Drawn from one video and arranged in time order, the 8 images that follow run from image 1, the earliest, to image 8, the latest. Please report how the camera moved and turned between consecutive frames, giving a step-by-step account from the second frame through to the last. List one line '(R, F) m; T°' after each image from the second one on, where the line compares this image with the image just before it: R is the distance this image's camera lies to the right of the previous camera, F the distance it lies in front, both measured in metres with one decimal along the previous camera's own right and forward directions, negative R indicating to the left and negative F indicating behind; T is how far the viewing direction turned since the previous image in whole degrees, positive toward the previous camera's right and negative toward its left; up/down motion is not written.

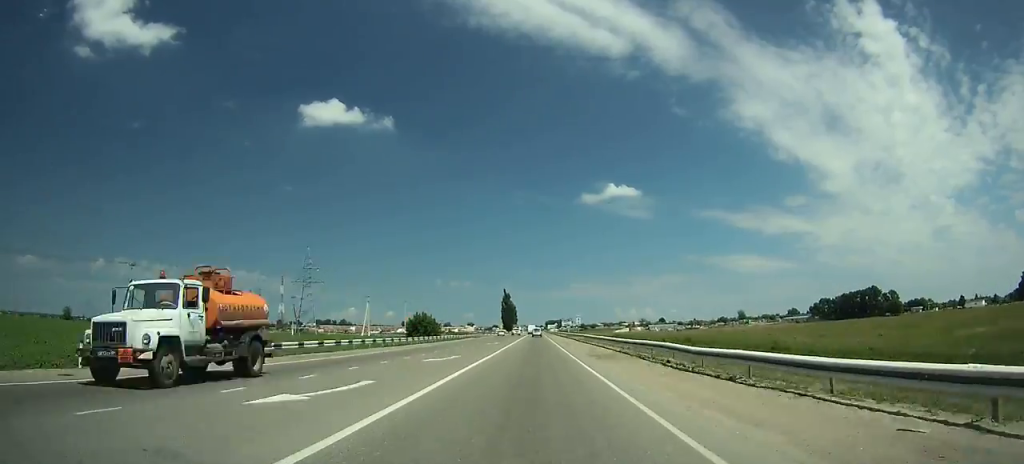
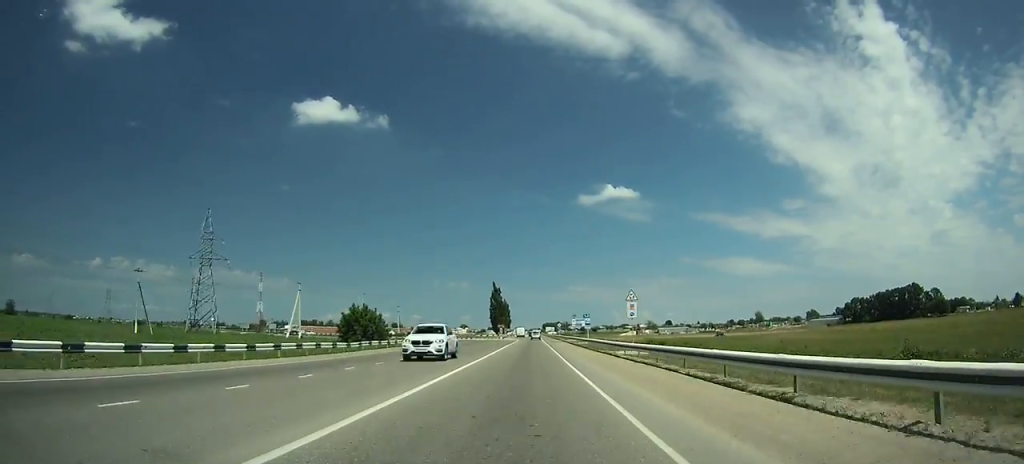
(+0.3, +54.7) m; 0°
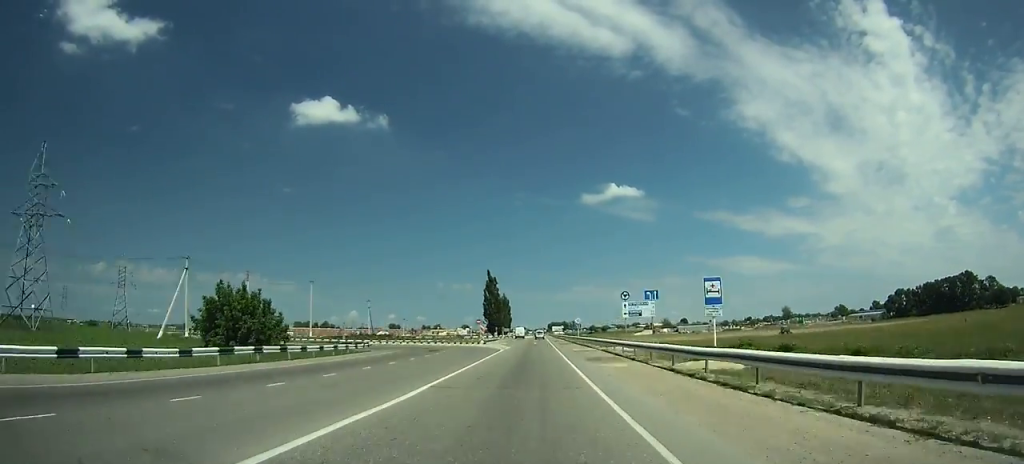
(-0.3, +50.7) m; 0°
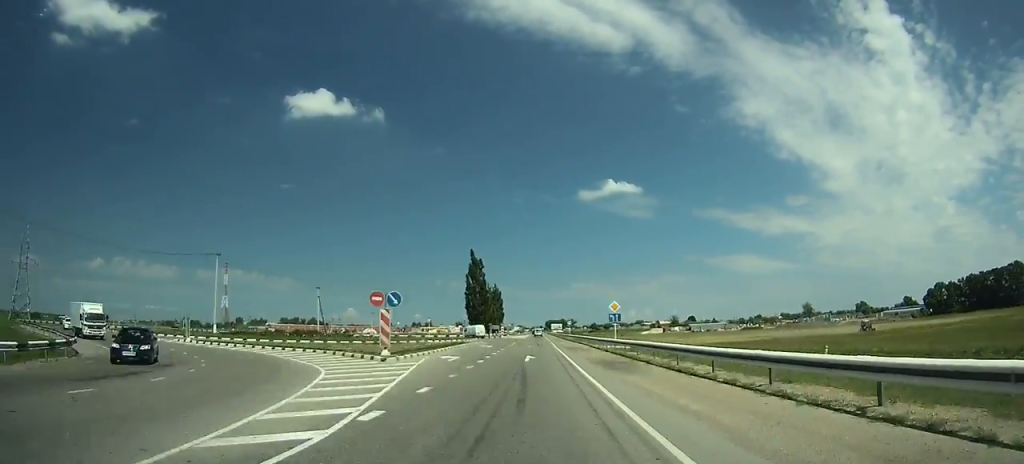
(-0.1, +44.7) m; 0°
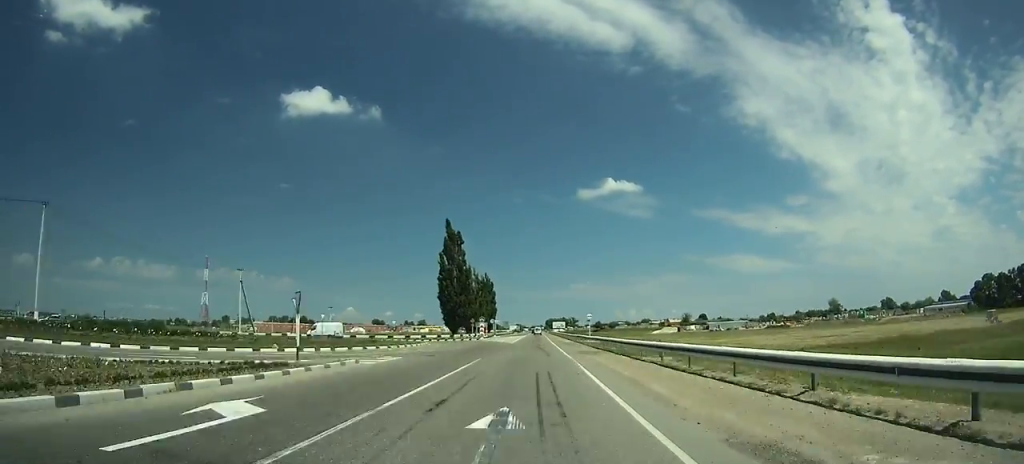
(0.0, +42.4) m; 0°
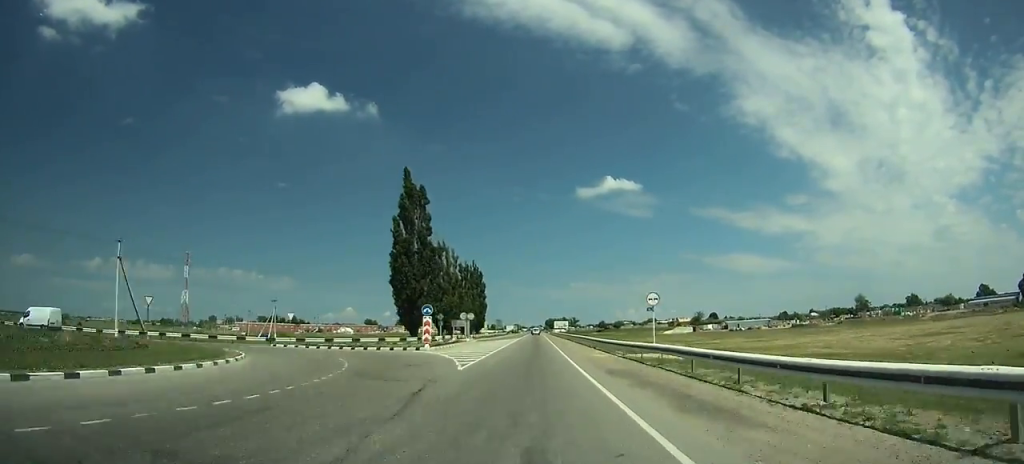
(0.0, +36.5) m; 0°
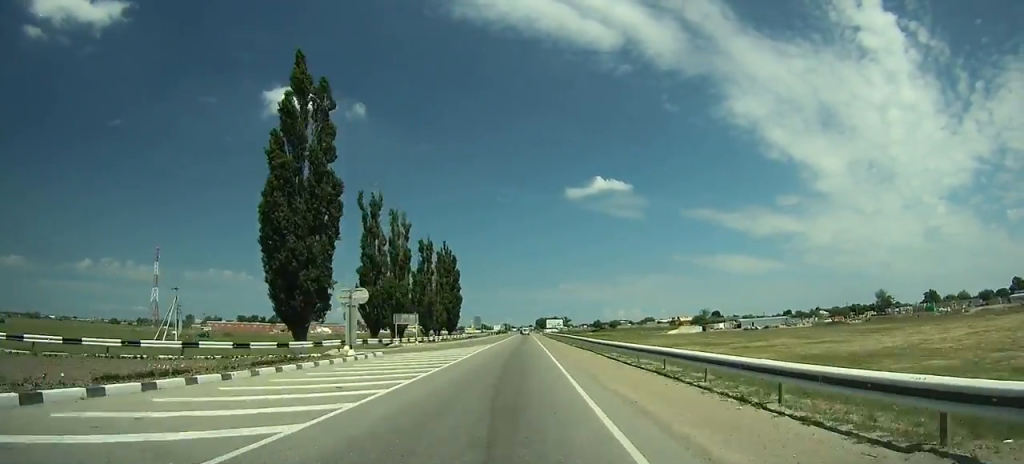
(+0.3, +36.1) m; 0°
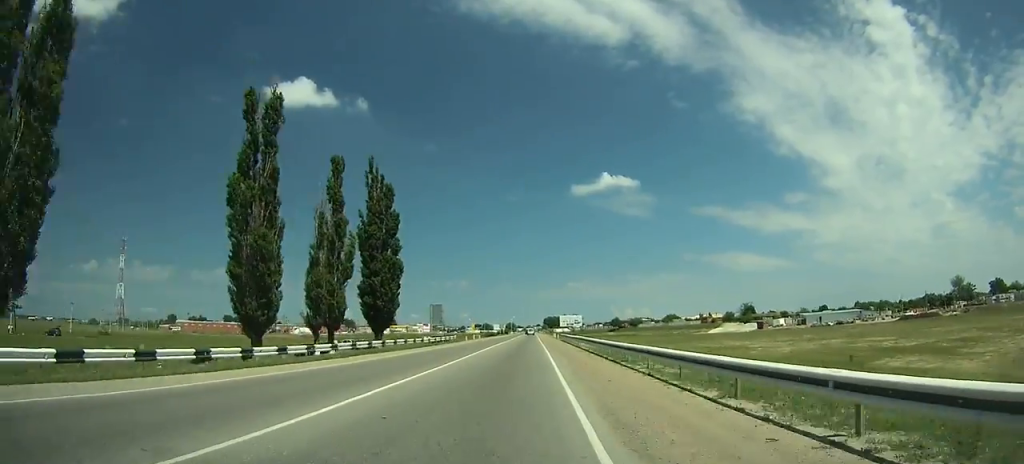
(-0.2, +64.3) m; 0°
